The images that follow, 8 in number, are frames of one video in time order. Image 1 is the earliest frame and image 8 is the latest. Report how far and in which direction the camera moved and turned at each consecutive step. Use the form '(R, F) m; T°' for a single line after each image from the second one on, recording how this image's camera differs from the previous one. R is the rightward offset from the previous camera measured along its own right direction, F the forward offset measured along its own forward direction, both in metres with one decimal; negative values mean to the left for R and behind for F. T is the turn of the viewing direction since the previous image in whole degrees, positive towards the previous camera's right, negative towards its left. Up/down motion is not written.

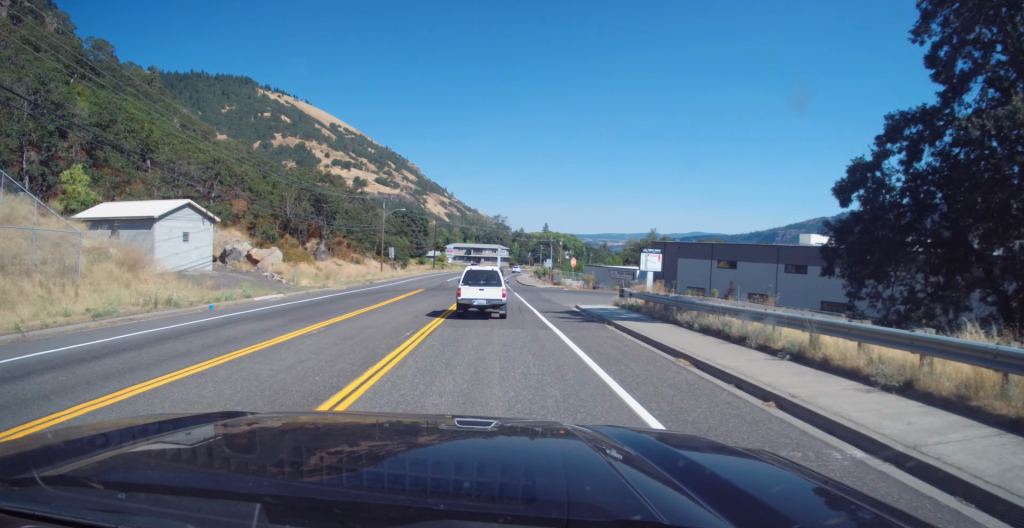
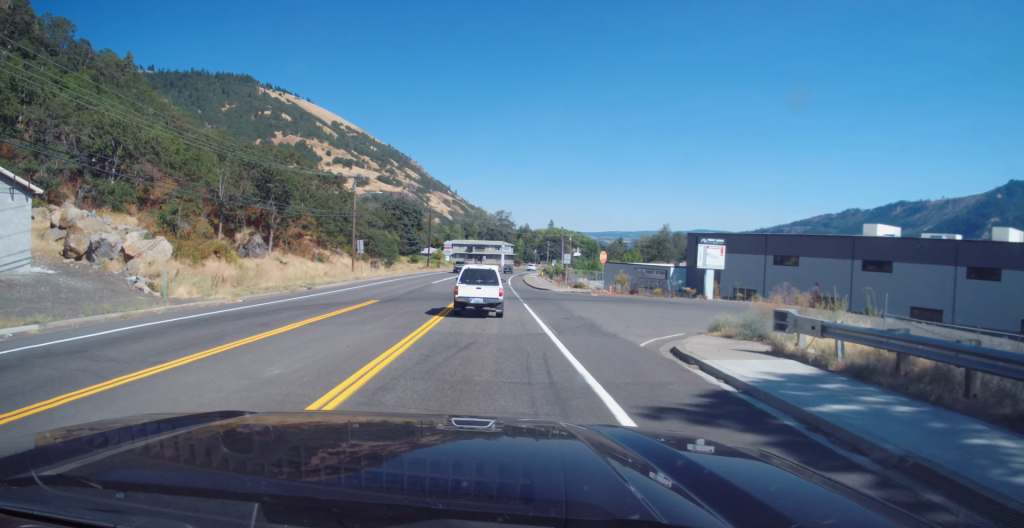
(0.0, +19.5) m; -1°
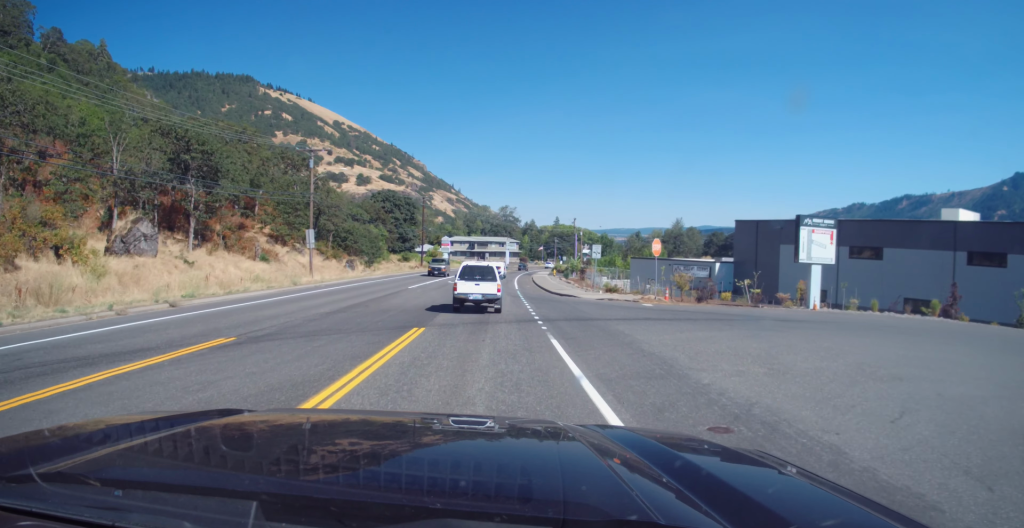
(-0.3, +17.0) m; -1°
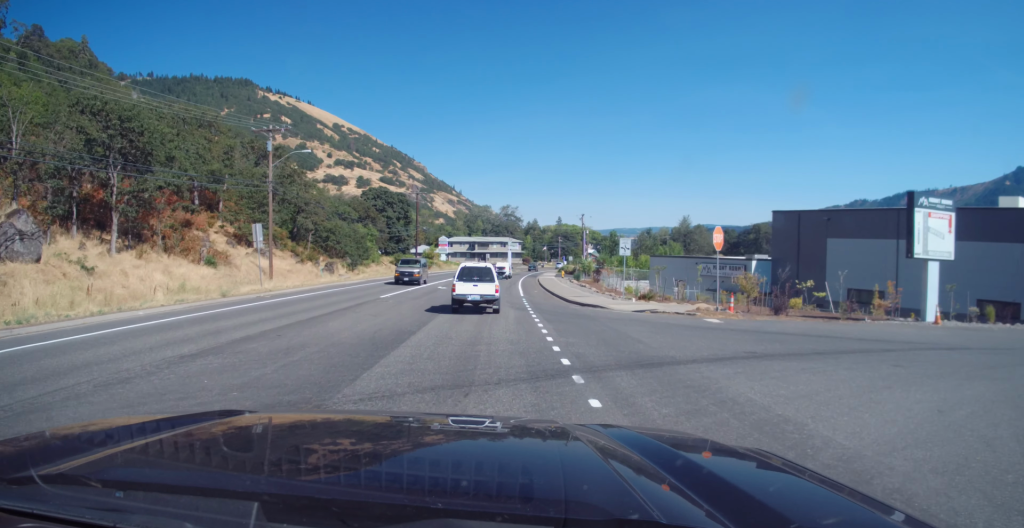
(+0.1, +9.9) m; +1°
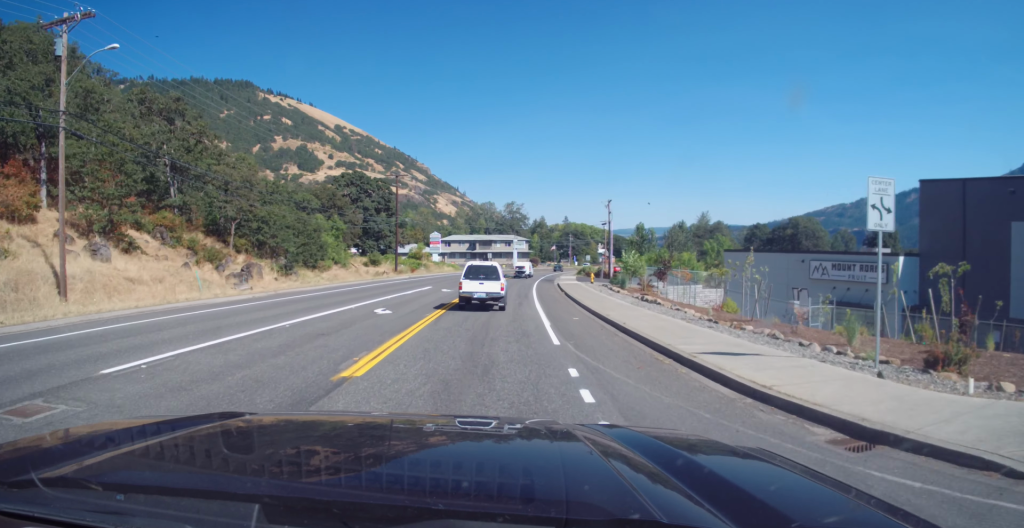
(+0.3, +22.9) m; +1°
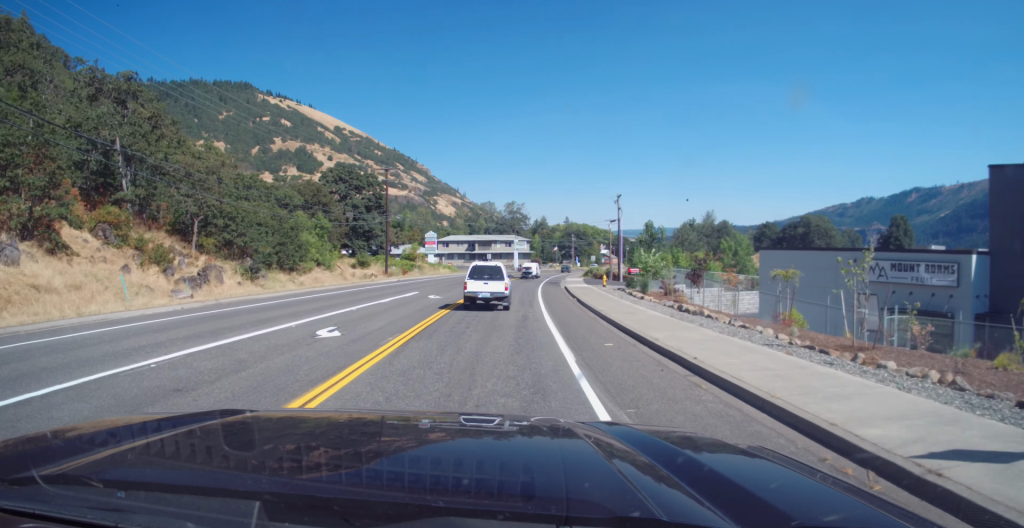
(-0.1, +7.1) m; 0°
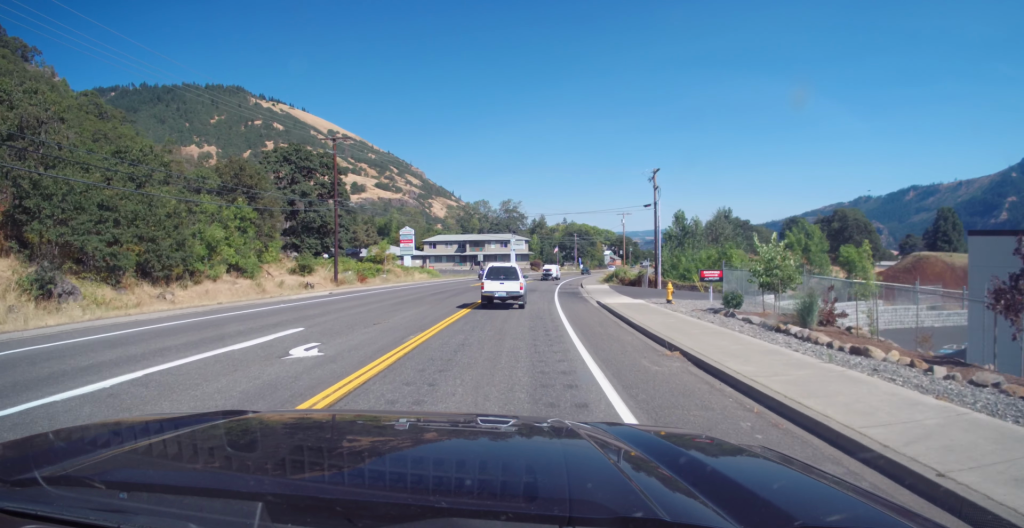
(-0.1, +20.7) m; -2°
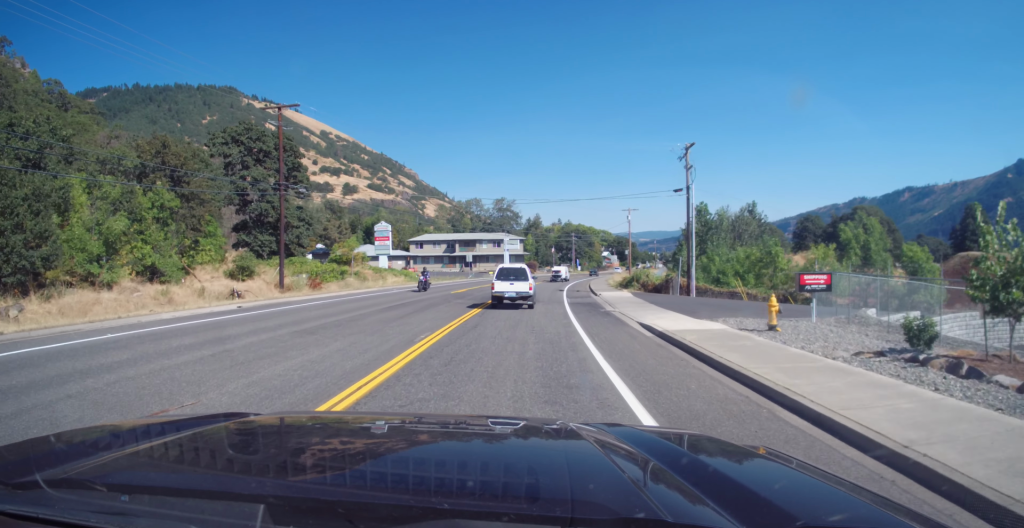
(-0.4, +12.3) m; +2°
